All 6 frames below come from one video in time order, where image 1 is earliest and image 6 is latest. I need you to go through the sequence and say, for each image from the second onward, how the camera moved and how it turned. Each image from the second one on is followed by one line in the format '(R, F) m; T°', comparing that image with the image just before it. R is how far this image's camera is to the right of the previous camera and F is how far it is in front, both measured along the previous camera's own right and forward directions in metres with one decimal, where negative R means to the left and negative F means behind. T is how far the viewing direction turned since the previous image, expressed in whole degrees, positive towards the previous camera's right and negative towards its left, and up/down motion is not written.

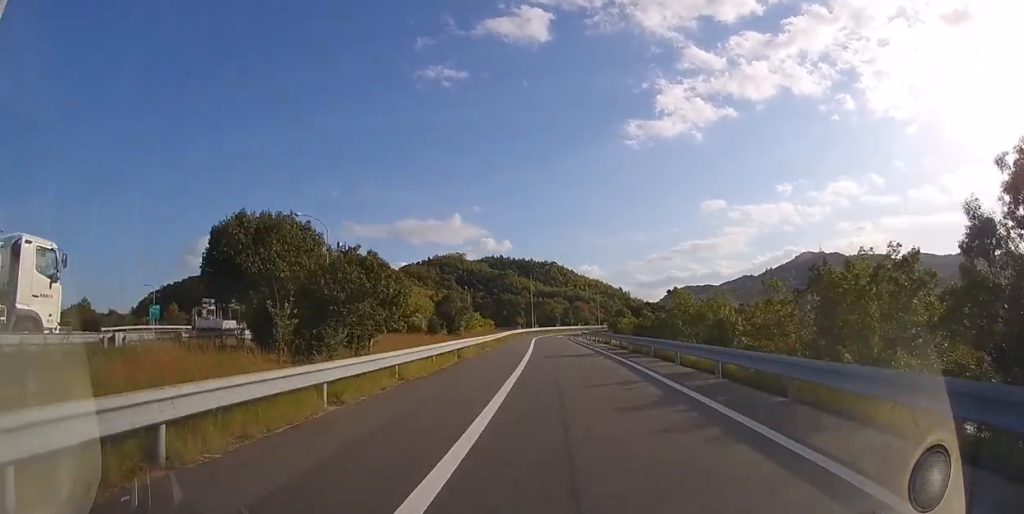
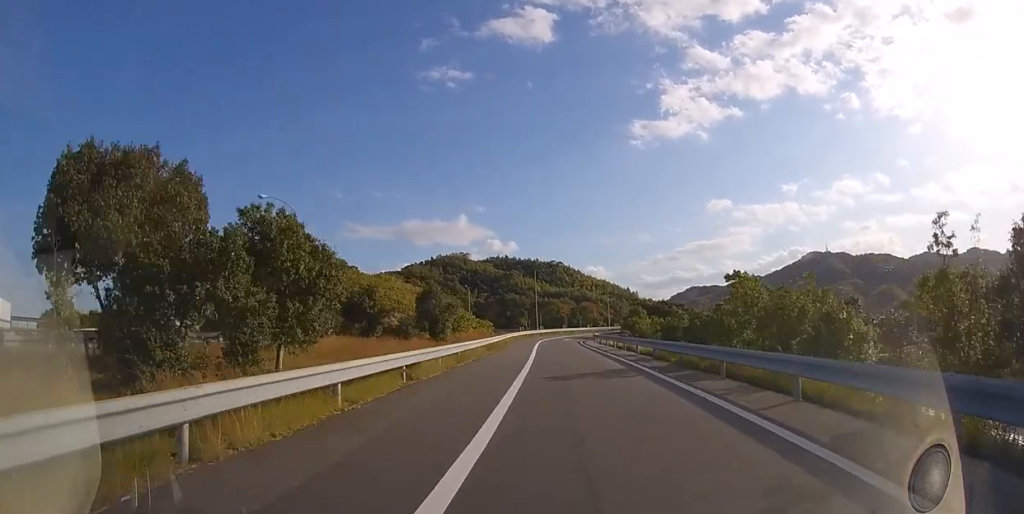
(-0.1, +7.8) m; -1°
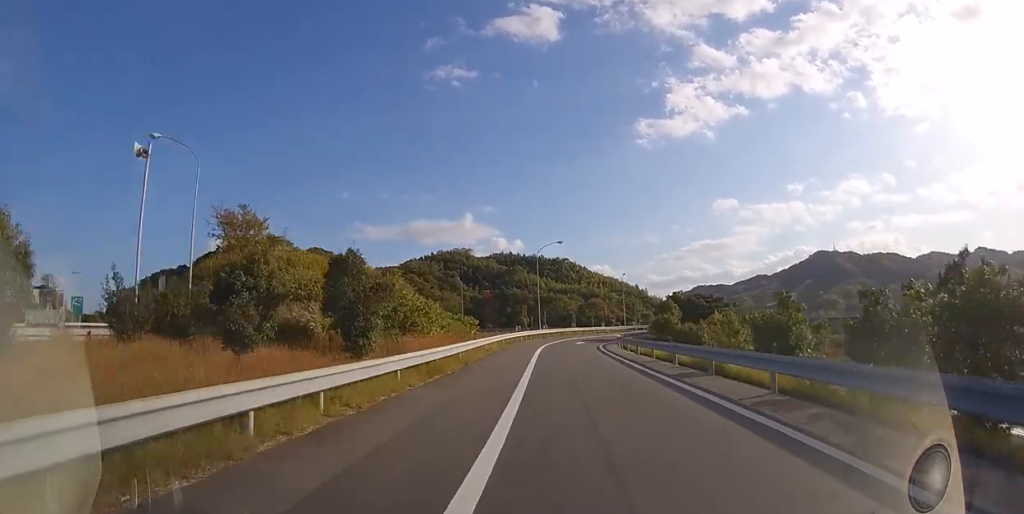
(-0.2, +15.4) m; -1°
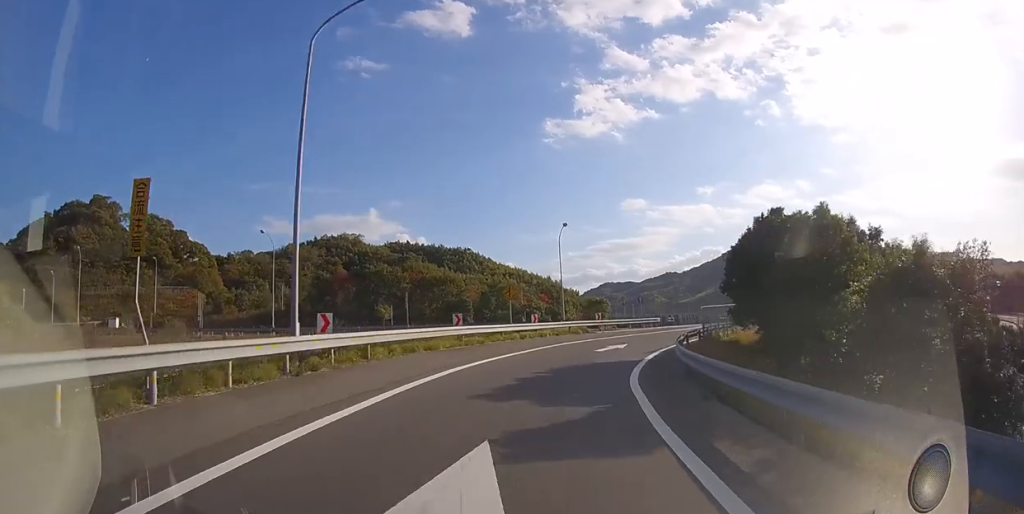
(+0.5, +42.3) m; +6°
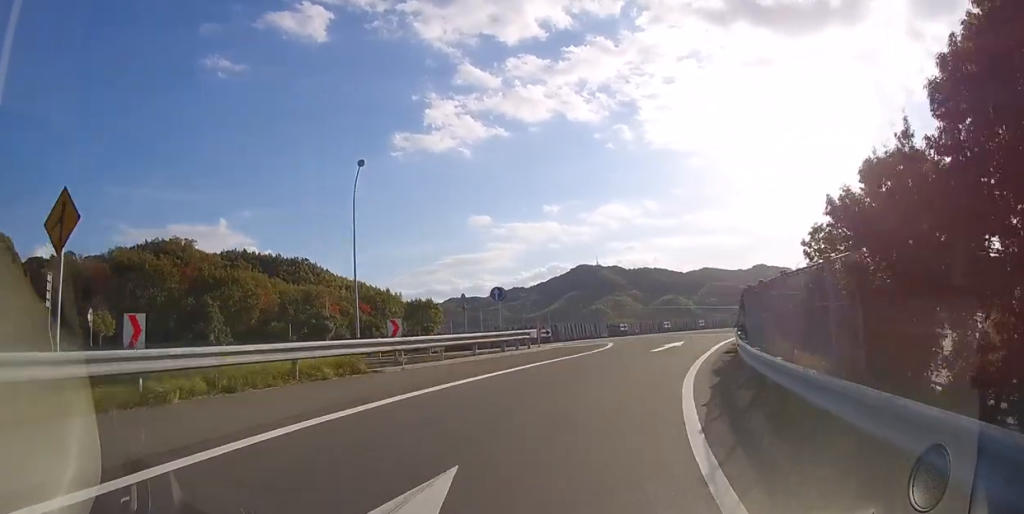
(+2.2, +21.9) m; +14°
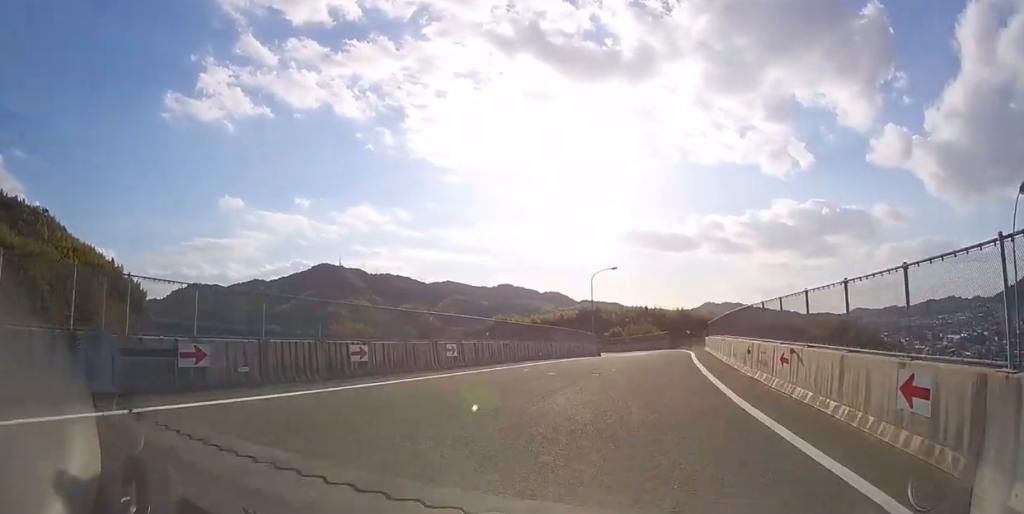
(+6.1, +25.7) m; +29°
